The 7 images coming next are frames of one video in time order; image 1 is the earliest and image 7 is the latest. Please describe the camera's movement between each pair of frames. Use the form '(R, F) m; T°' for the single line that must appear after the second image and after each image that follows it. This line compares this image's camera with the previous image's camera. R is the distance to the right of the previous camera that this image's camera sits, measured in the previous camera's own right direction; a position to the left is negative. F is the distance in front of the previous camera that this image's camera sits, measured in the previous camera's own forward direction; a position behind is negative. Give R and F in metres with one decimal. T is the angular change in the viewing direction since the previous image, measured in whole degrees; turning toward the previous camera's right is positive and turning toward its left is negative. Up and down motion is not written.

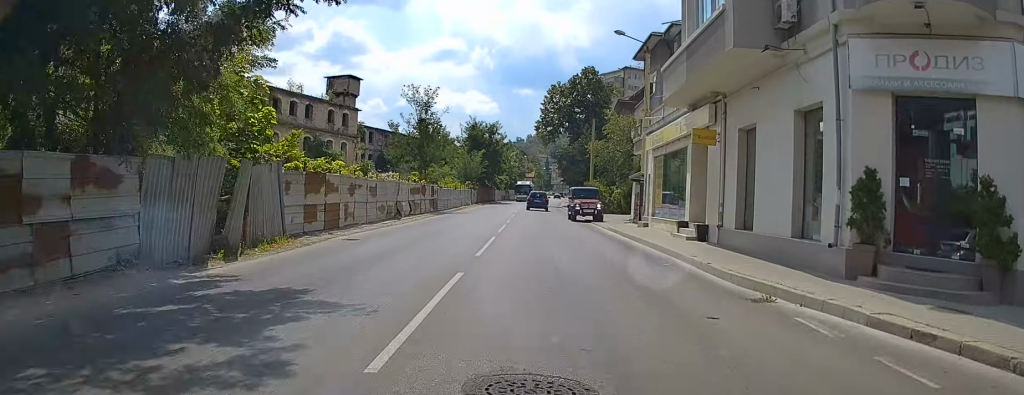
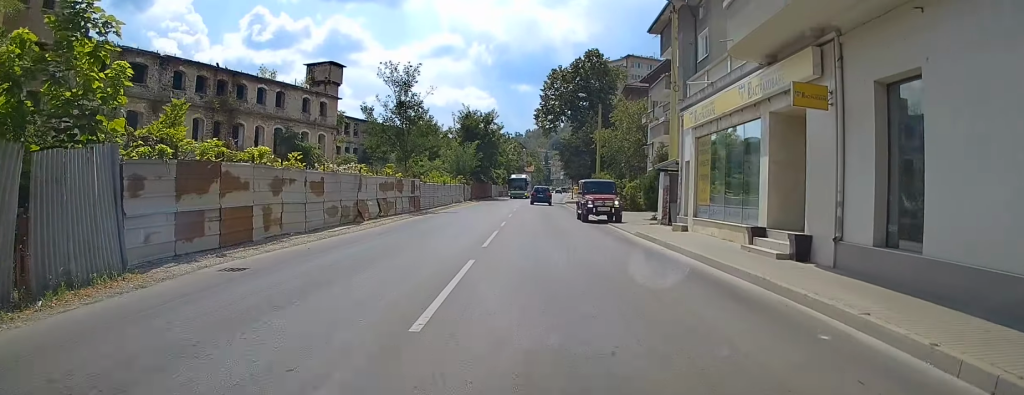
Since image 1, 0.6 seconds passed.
(-0.1, +8.2) m; -1°
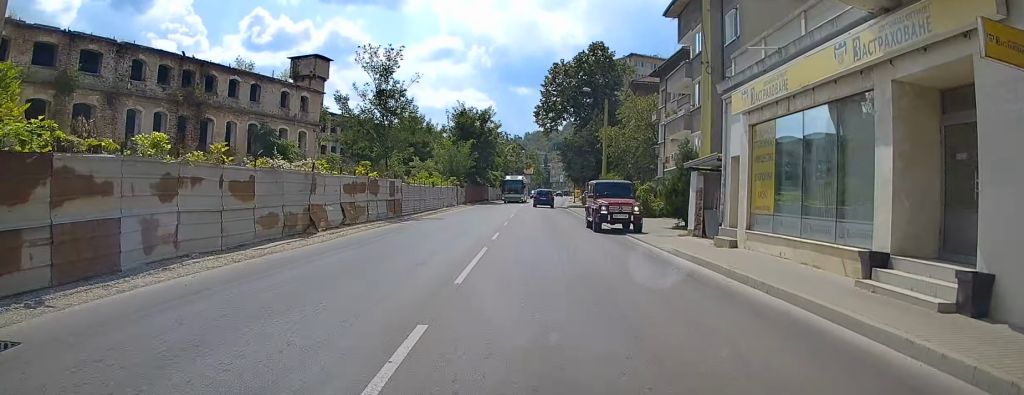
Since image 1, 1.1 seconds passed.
(0.0, +5.9) m; 0°
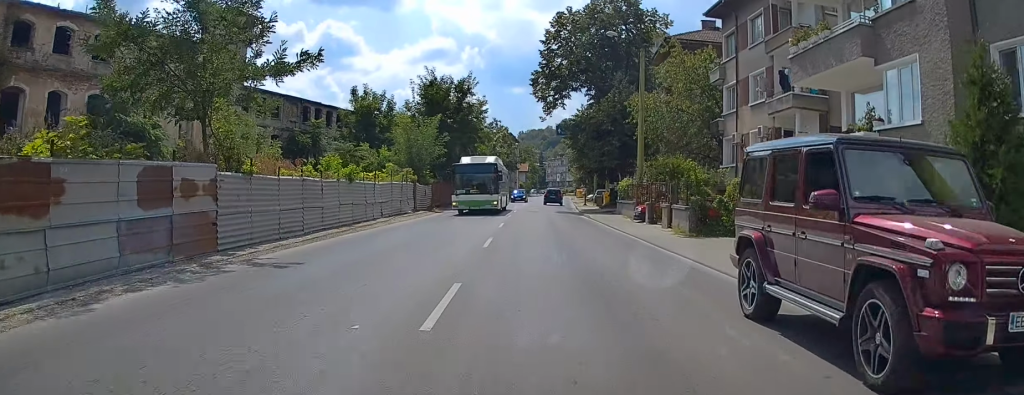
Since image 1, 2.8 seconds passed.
(-0.2, +20.7) m; -1°
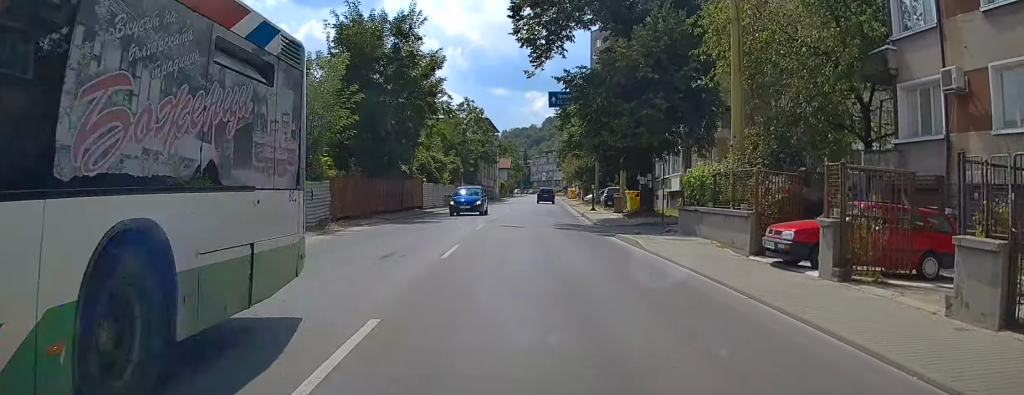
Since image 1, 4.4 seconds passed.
(+0.2, +20.0) m; +1°
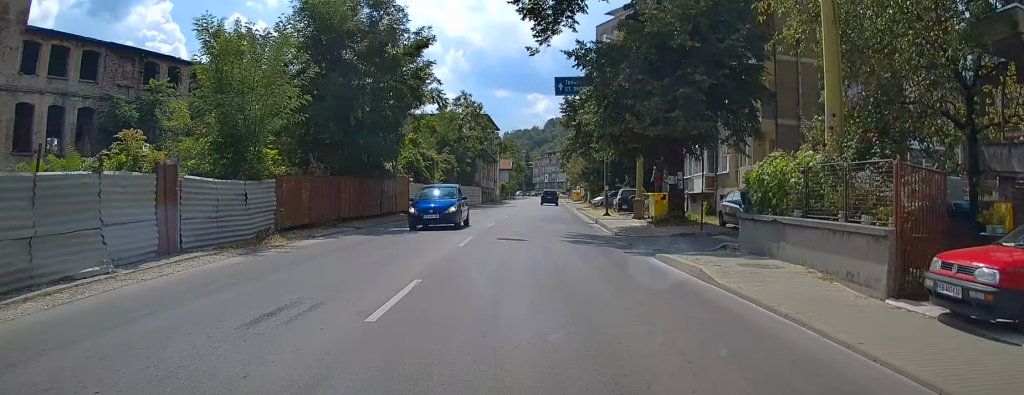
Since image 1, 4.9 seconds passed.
(0.0, +5.8) m; 0°
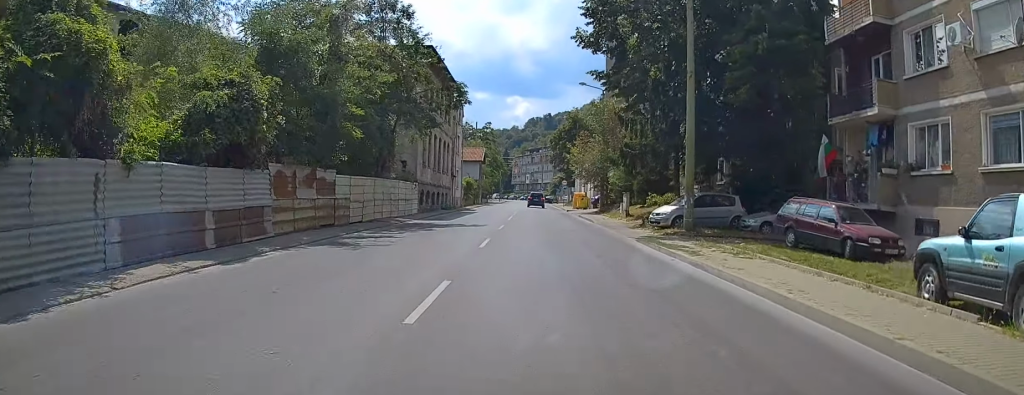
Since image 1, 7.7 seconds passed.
(0.0, +35.4) m; +1°
